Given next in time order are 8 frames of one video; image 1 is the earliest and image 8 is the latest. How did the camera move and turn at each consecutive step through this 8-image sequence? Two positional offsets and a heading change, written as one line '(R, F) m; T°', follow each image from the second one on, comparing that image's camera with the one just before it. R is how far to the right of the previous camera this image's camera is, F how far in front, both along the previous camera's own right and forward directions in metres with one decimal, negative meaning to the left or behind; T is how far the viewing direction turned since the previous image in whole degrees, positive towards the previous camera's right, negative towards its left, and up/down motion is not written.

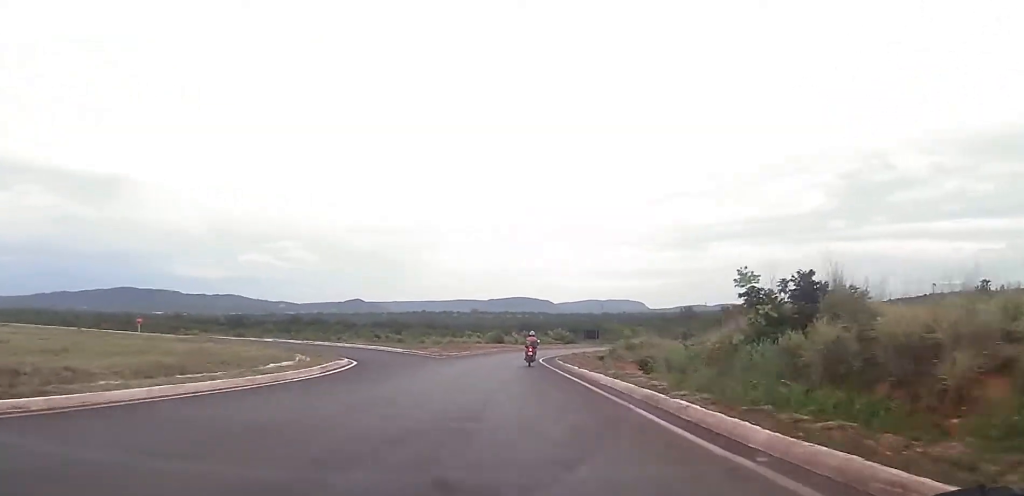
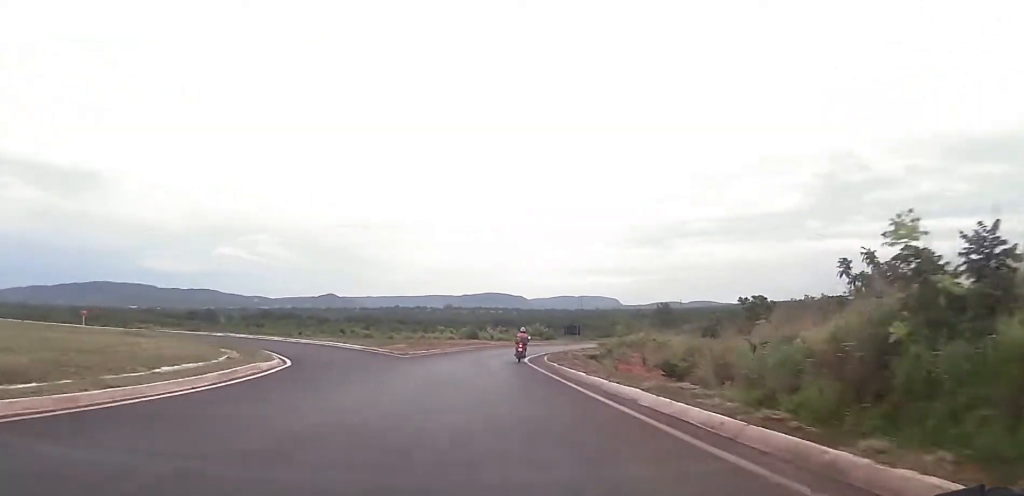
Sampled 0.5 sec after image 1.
(+0.4, +7.5) m; +2°
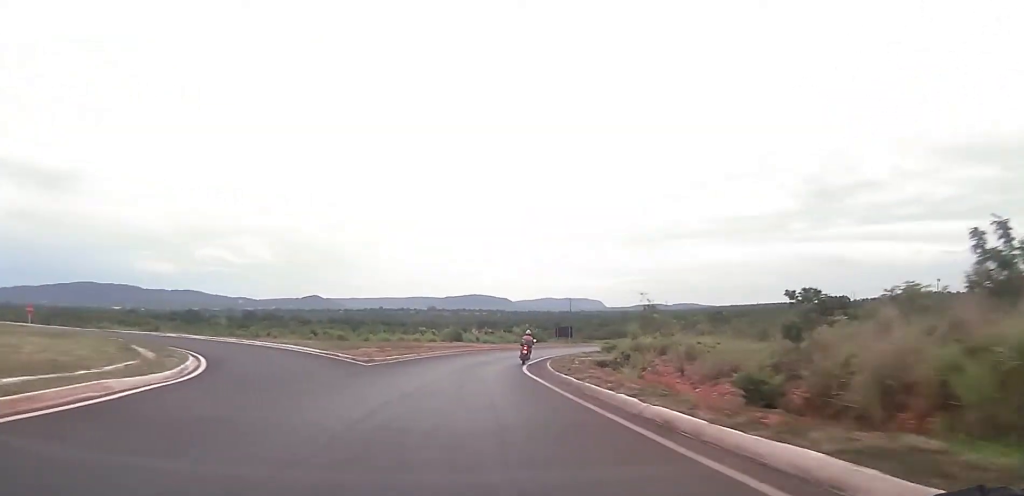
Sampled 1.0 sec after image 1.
(+0.4, +8.1) m; +1°
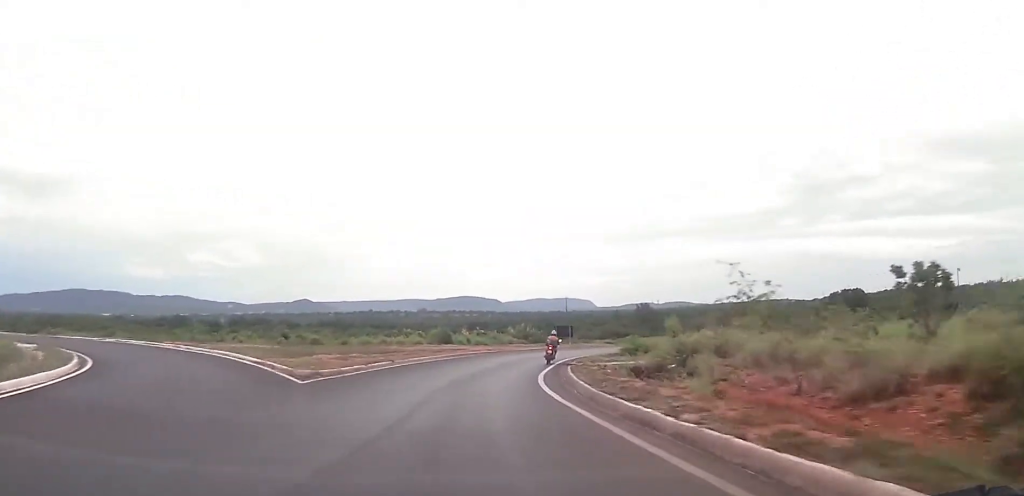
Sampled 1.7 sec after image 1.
(-0.2, +9.5) m; +1°
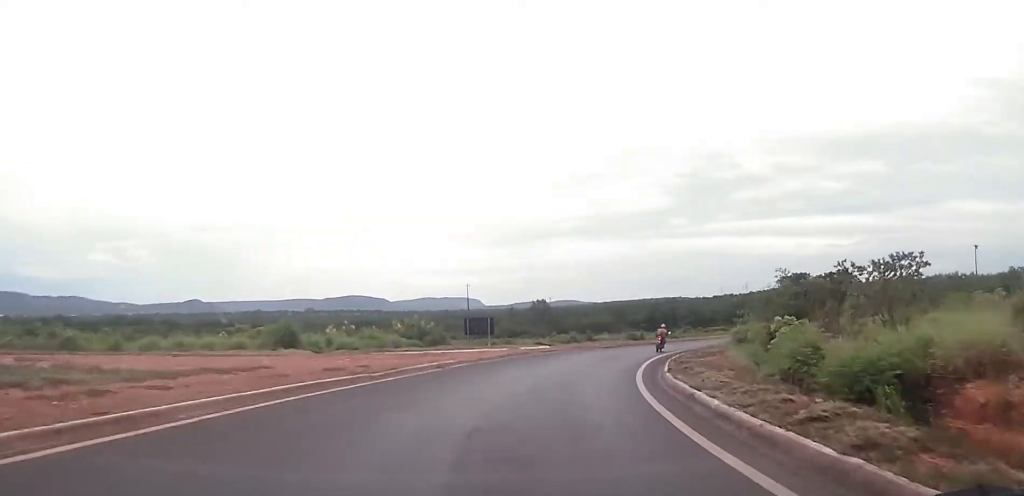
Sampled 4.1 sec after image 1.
(+2.9, +33.2) m; +11°
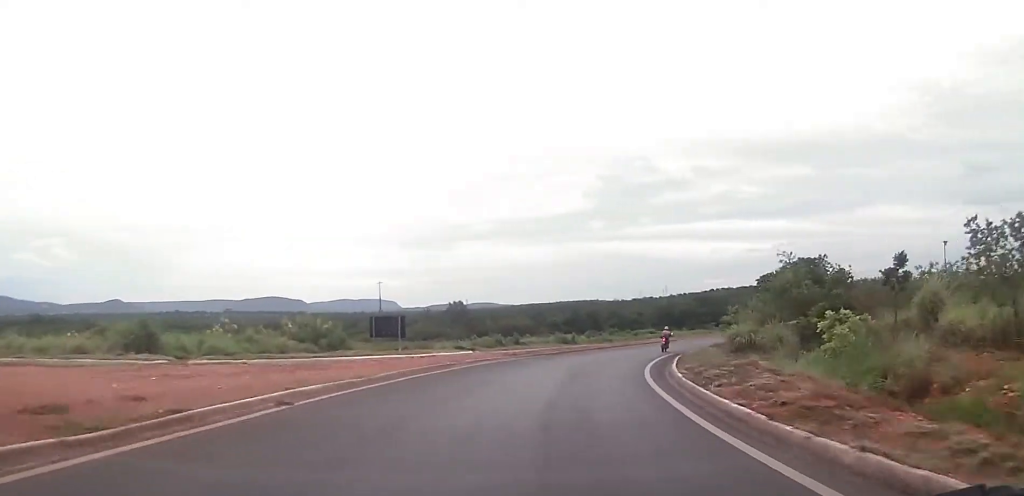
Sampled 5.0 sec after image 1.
(+0.4, +11.2) m; +6°
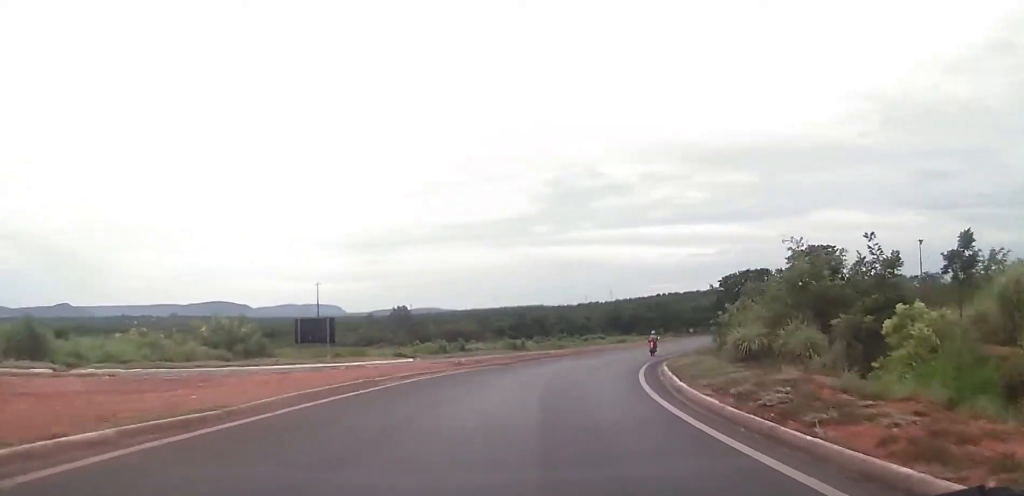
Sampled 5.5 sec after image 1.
(+0.3, +6.5) m; +4°
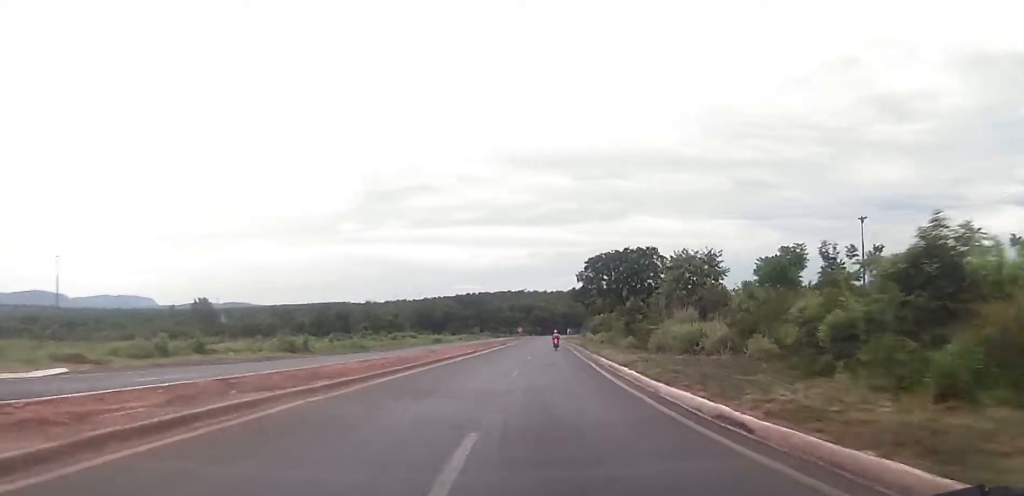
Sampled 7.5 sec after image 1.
(+4.2, +27.1) m; +16°
